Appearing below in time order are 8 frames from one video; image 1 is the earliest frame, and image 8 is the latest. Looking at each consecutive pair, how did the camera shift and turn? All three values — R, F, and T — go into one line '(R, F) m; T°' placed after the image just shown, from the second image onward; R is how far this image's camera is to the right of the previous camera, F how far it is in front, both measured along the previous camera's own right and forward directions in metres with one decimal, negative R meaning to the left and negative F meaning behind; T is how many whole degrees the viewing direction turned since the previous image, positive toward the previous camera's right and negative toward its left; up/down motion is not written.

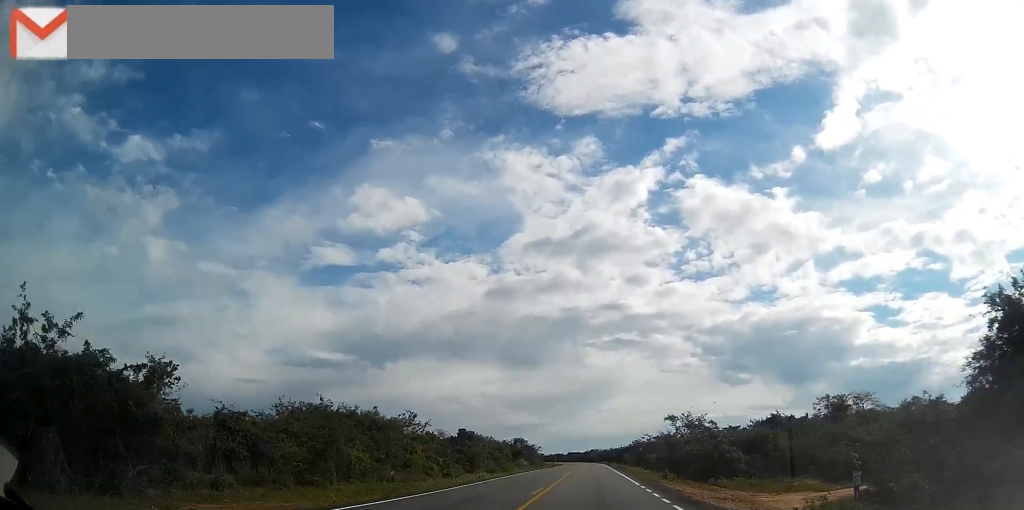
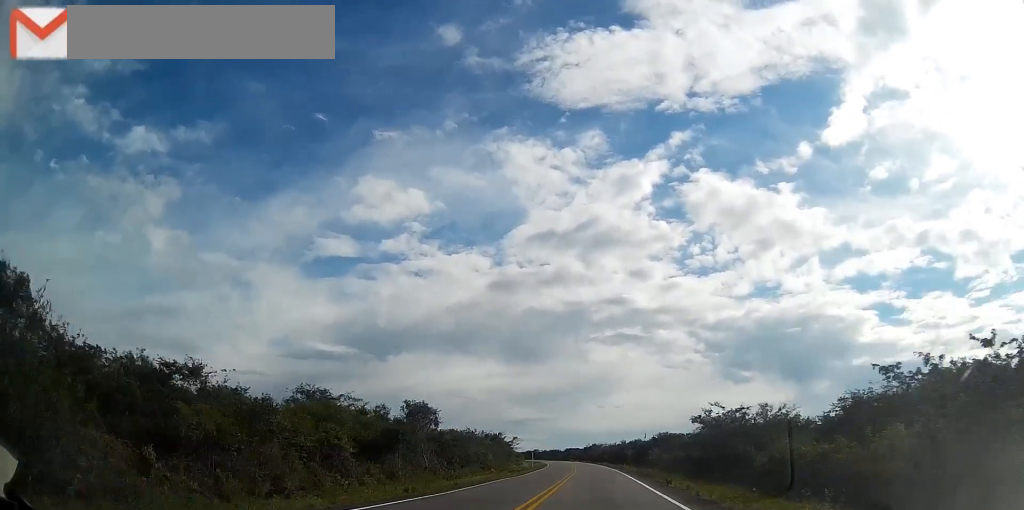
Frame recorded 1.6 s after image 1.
(+0.1, +58.7) m; 0°
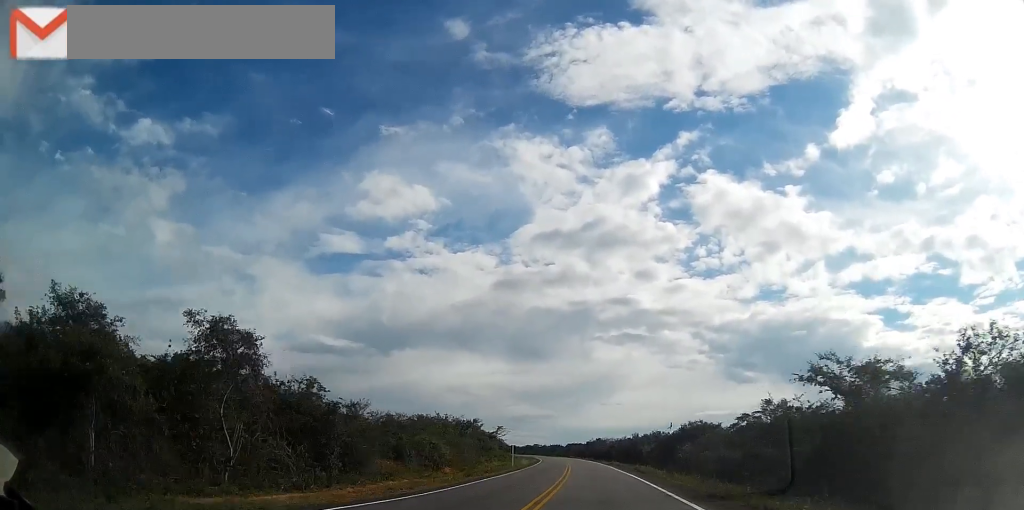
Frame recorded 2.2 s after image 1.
(-0.2, +25.5) m; 0°
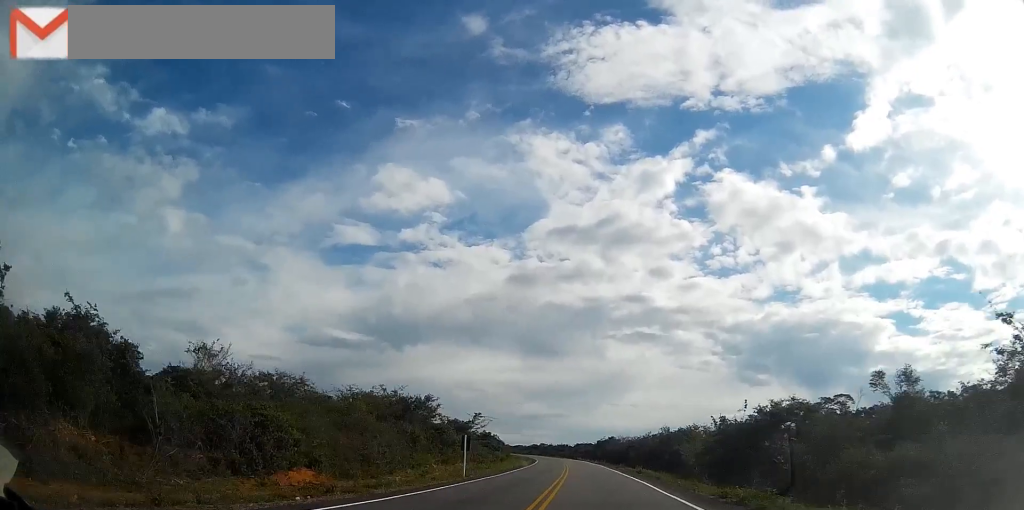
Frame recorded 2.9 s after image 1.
(-0.1, +25.5) m; 0°
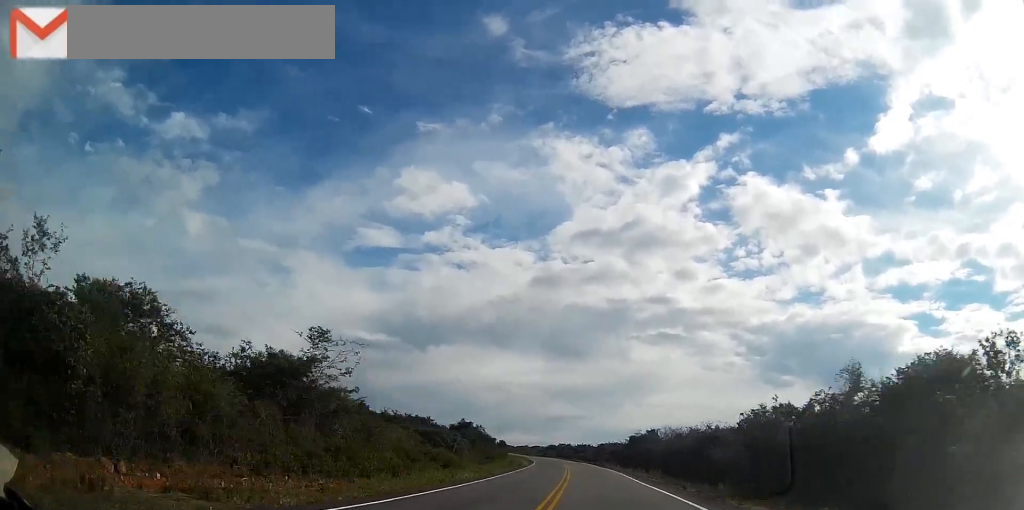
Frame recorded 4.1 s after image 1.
(-0.2, +44.8) m; -2°
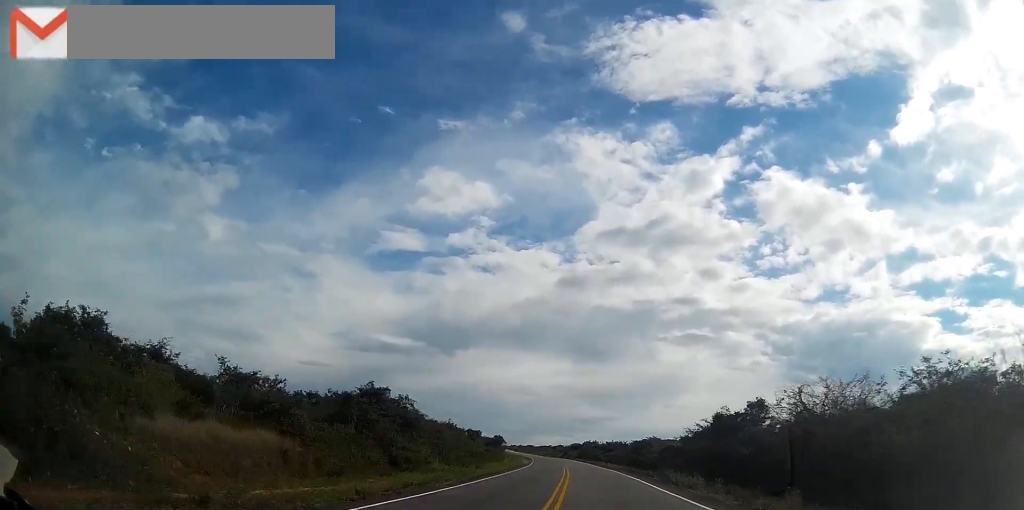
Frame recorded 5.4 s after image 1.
(-1.1, +47.6) m; -3°
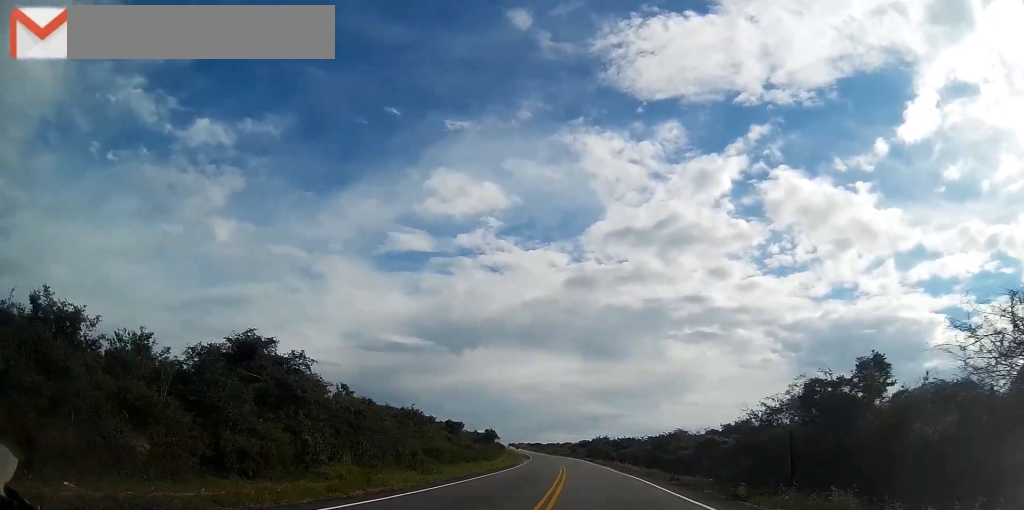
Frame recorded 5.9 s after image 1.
(-0.1, +19.4) m; -1°
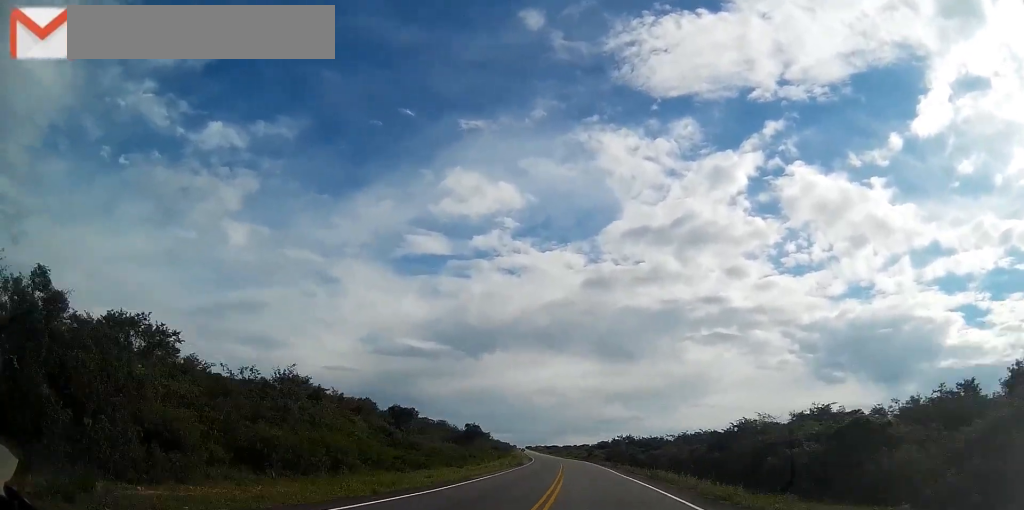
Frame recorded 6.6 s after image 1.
(-0.3, +25.4) m; -2°
